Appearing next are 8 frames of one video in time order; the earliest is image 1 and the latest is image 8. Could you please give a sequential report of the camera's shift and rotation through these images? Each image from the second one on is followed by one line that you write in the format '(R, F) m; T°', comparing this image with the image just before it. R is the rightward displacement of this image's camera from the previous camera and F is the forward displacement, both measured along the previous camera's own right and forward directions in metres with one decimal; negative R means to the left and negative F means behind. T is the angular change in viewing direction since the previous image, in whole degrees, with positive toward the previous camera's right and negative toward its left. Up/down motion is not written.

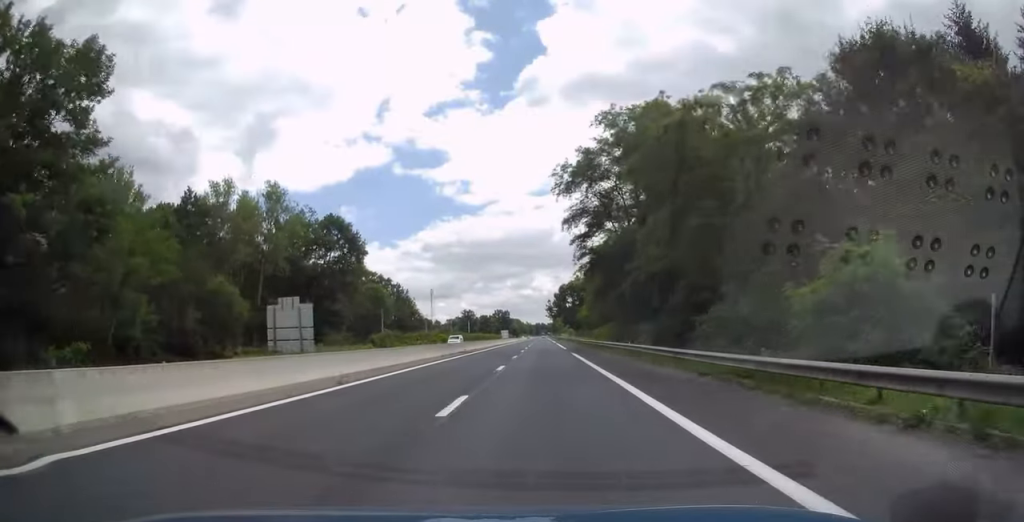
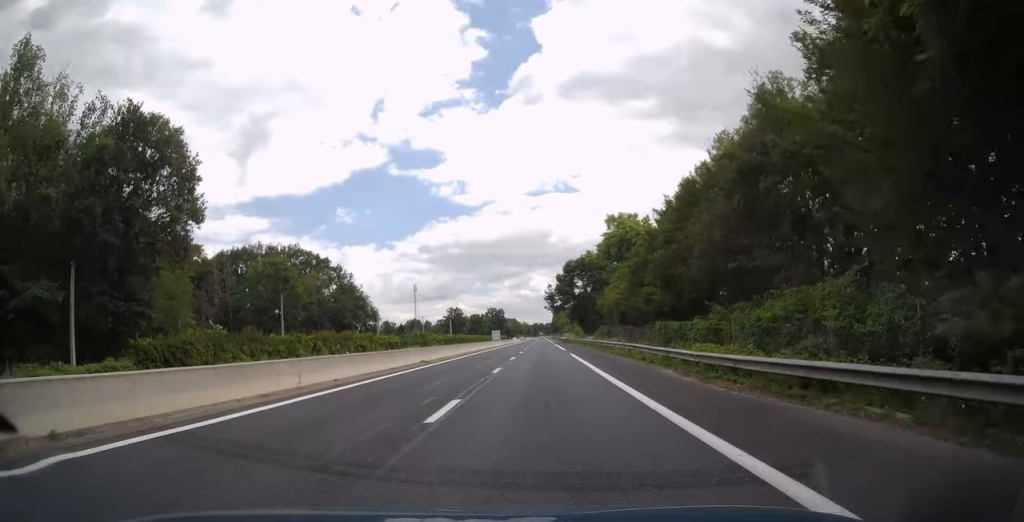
(+0.1, +50.2) m; 0°
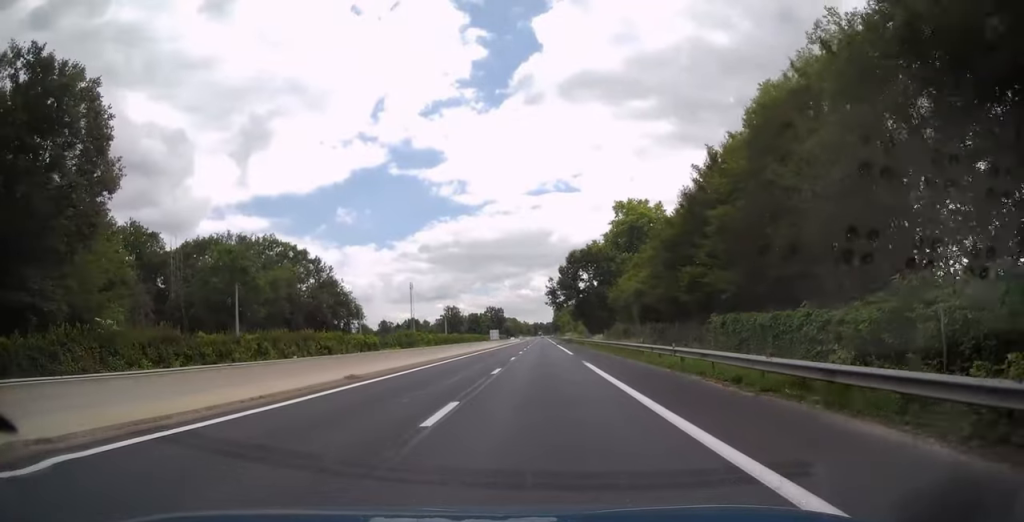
(+0.1, +12.8) m; 0°
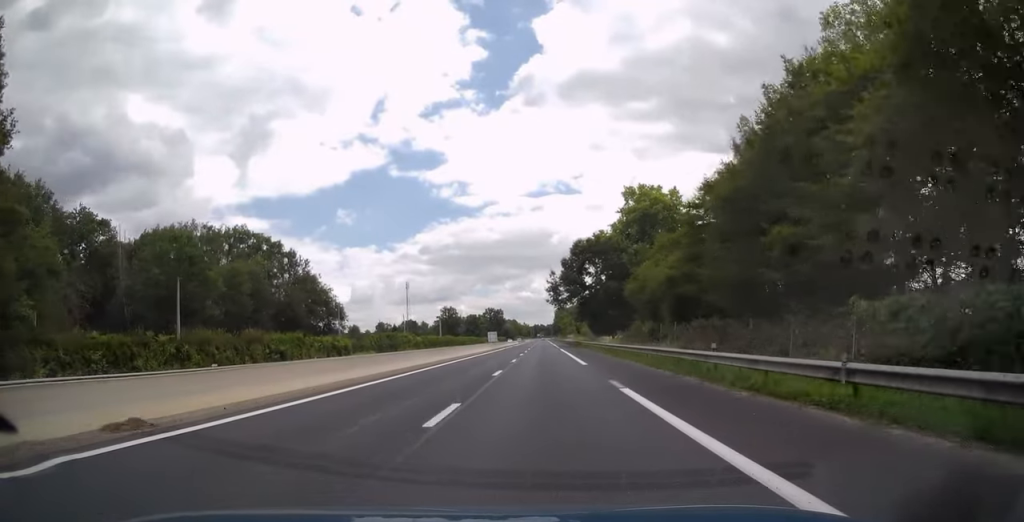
(0.0, +12.3) m; 0°
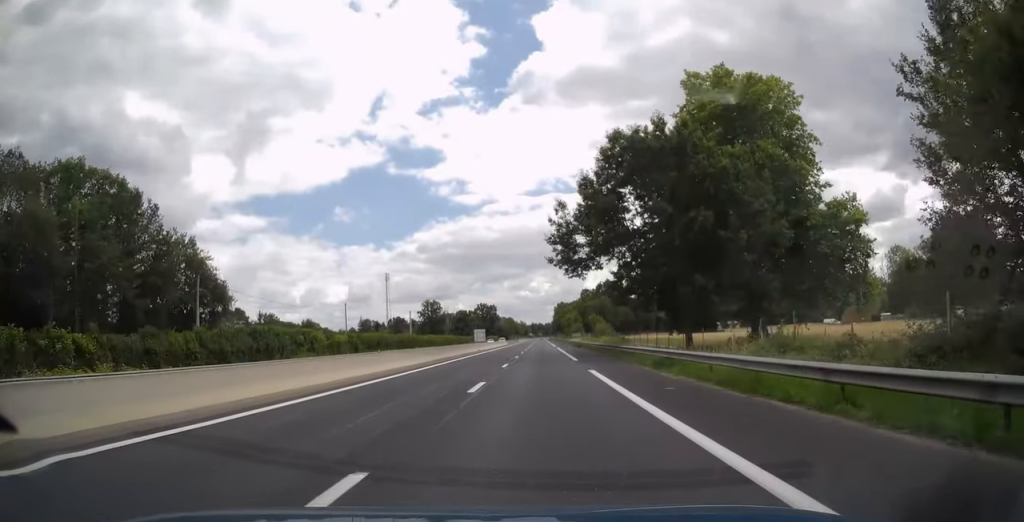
(-0.1, +43.9) m; 0°
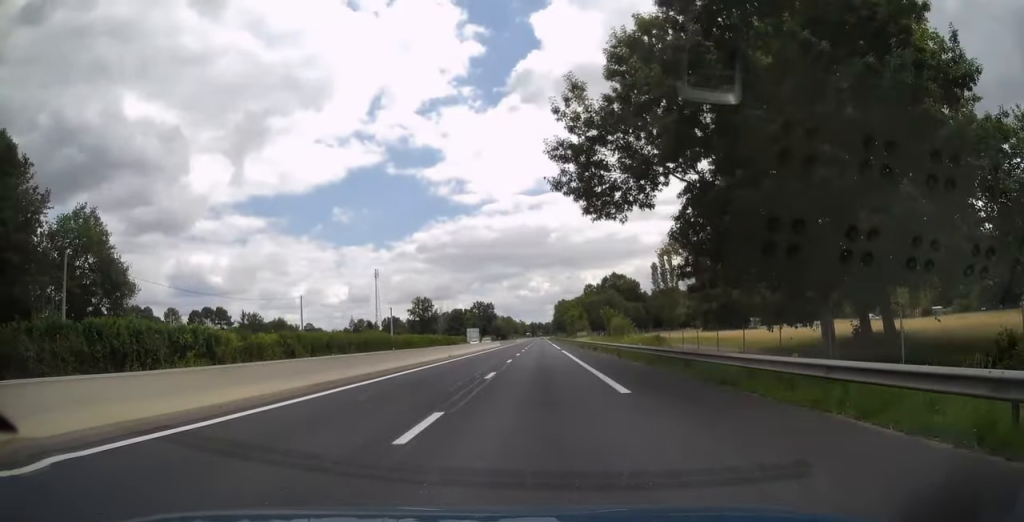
(0.0, +20.2) m; 0°
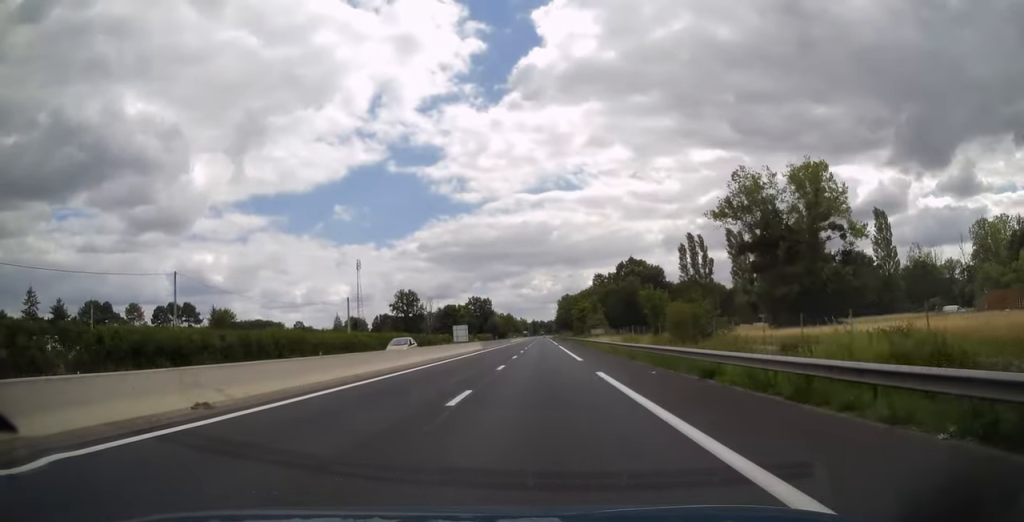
(+0.1, +33.0) m; 0°
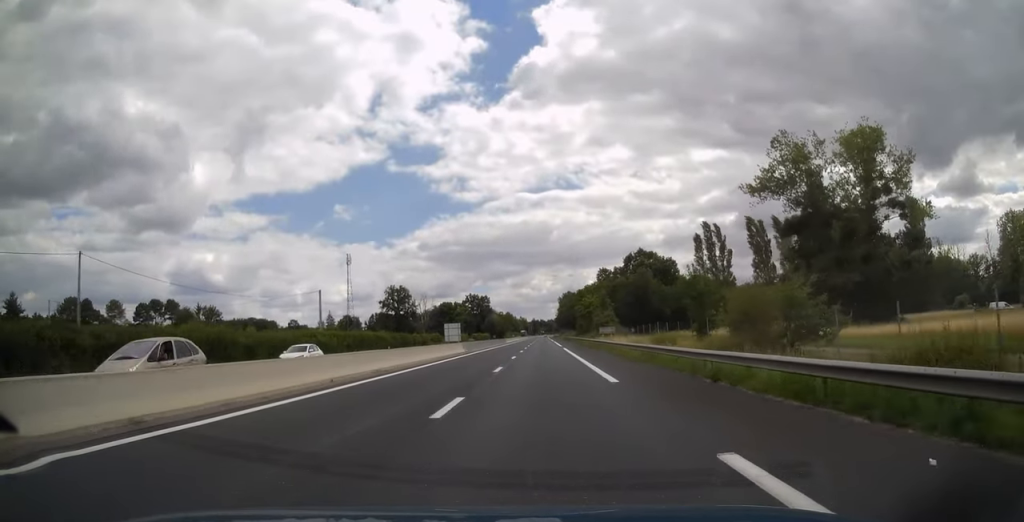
(0.0, +14.3) m; 0°
